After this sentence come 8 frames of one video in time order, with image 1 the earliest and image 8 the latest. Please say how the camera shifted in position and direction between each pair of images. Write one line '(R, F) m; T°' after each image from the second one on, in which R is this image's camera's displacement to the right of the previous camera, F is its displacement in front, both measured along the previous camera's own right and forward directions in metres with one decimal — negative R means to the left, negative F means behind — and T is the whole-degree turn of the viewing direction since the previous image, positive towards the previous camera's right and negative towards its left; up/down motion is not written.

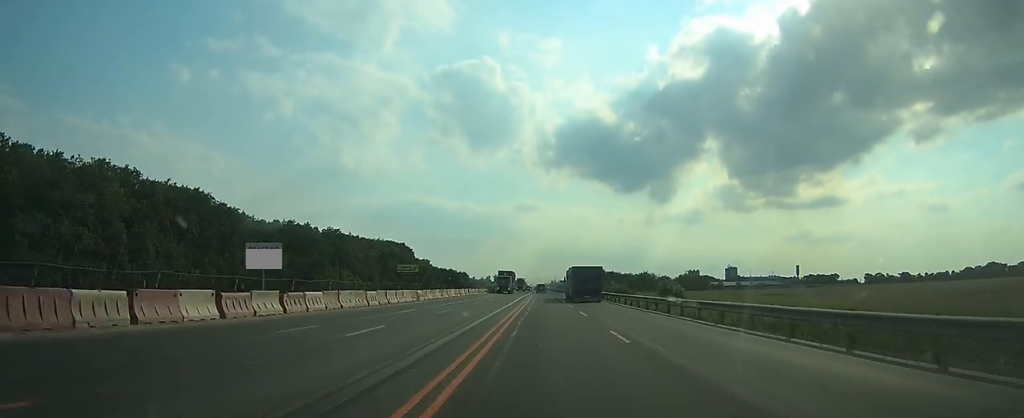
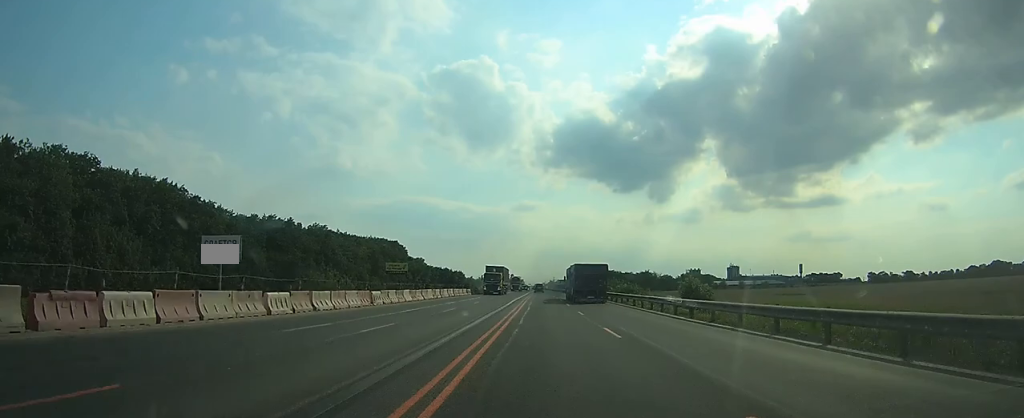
(0.0, +10.9) m; 0°
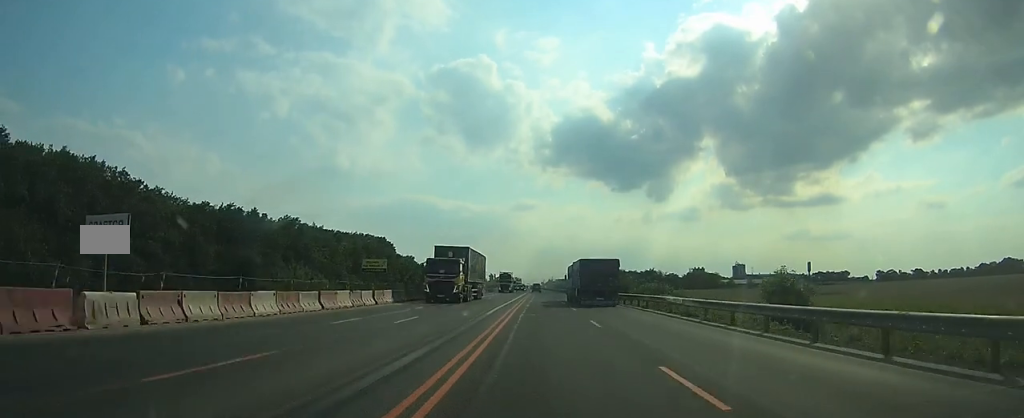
(0.0, +20.1) m; 0°
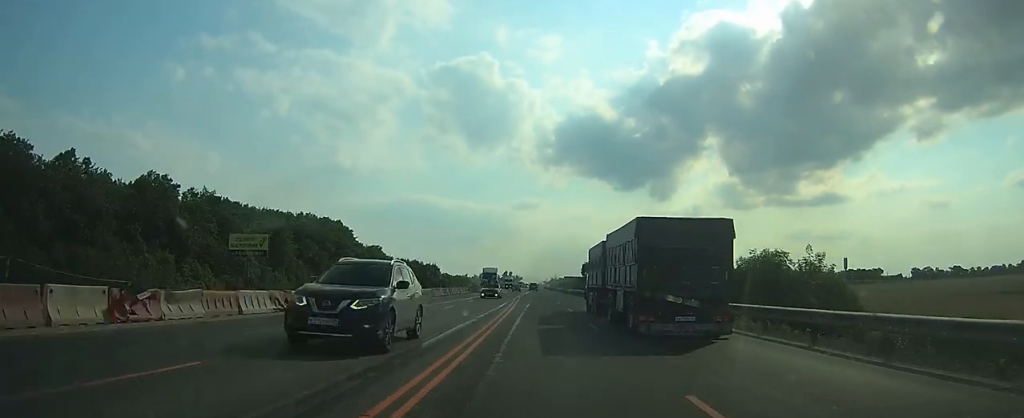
(+0.6, +61.9) m; +1°
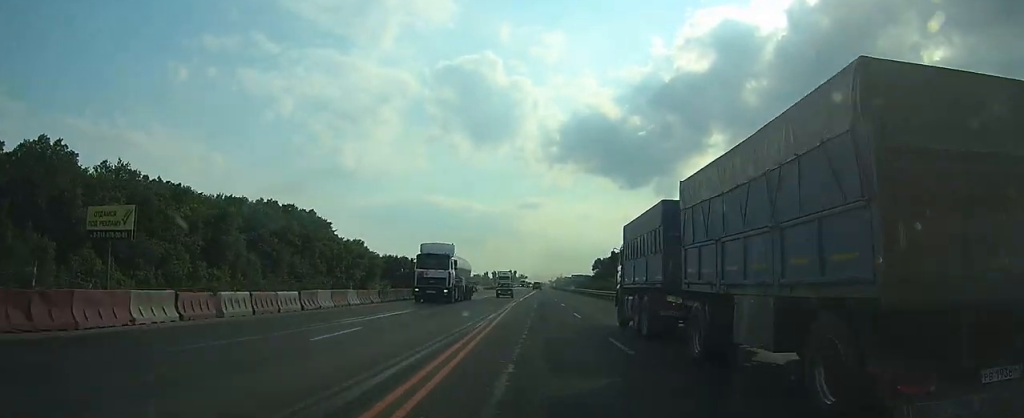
(0.0, +28.7) m; 0°
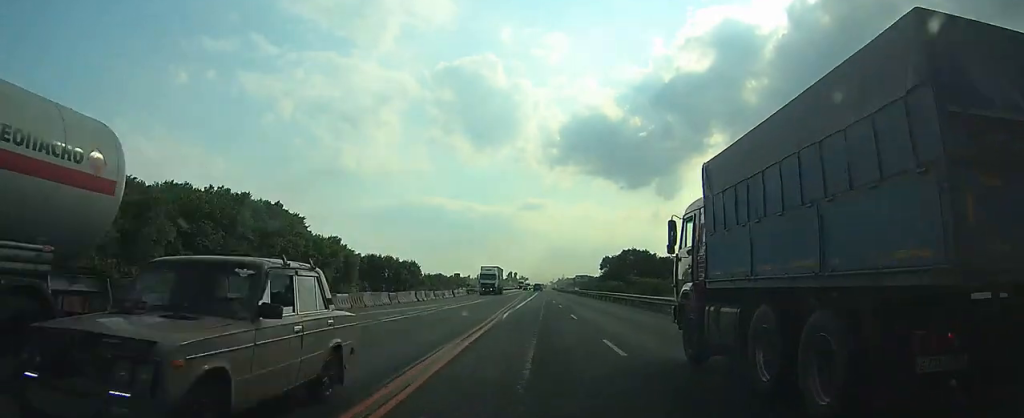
(0.0, +24.0) m; 0°
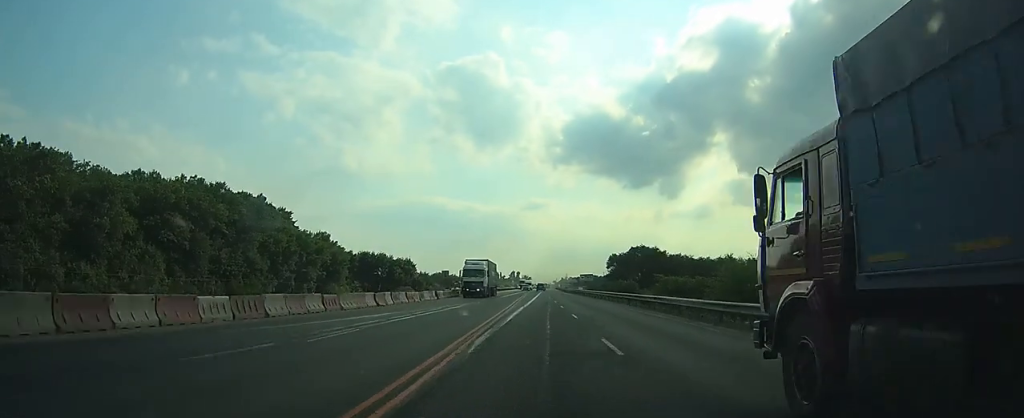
(0.0, +11.7) m; 0°
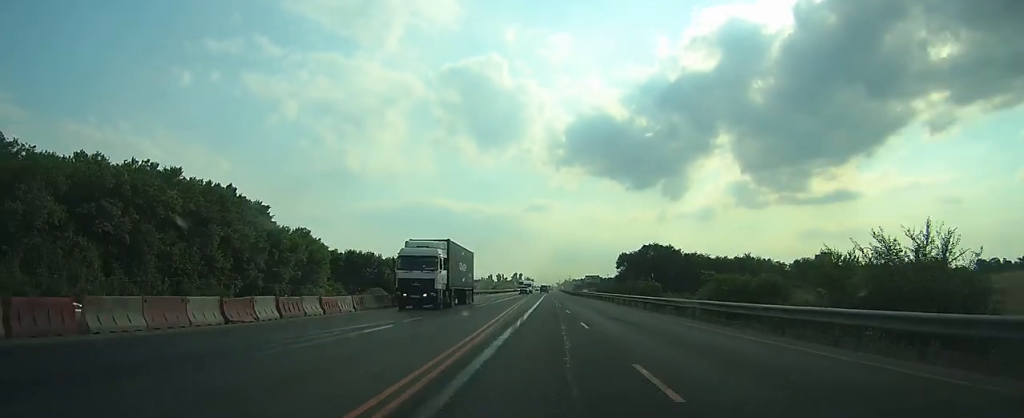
(0.0, +16.3) m; -1°
